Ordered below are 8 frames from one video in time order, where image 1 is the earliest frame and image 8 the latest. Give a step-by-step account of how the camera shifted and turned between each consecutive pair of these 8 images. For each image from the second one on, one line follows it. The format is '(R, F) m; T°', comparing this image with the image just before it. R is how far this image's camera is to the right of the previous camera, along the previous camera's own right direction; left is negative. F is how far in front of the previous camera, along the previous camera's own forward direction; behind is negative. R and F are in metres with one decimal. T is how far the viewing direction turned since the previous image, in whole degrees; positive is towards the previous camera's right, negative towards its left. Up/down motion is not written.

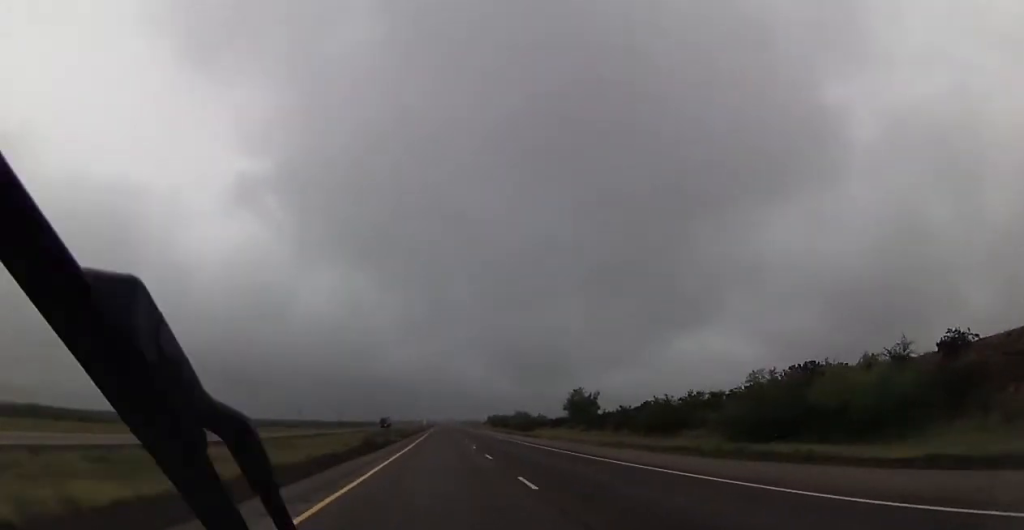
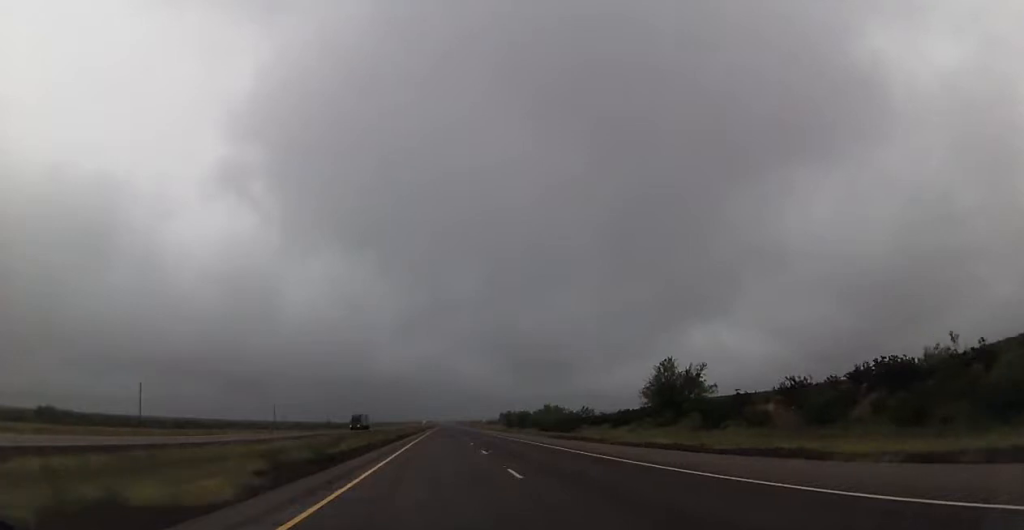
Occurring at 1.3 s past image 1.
(-0.5, +46.7) m; -1°
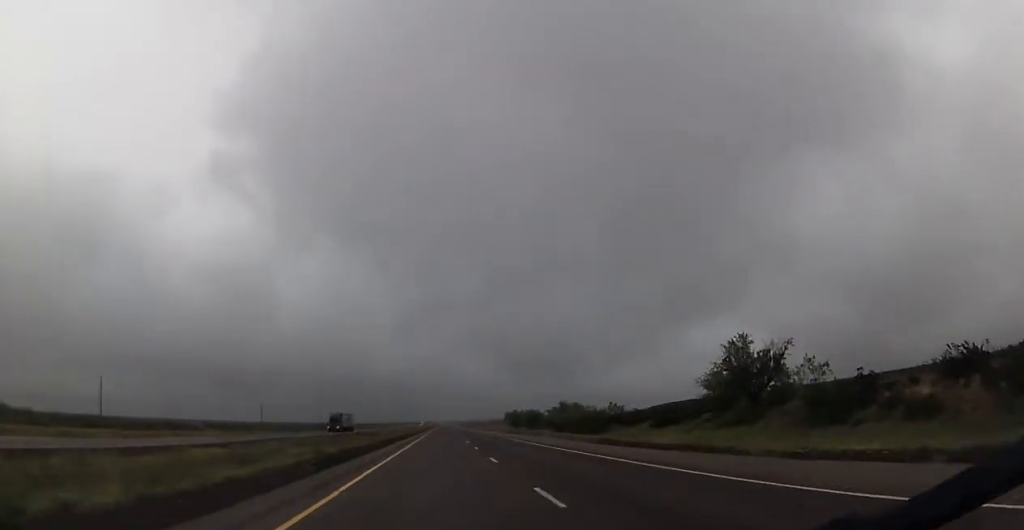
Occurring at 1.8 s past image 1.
(0.0, +17.9) m; 0°
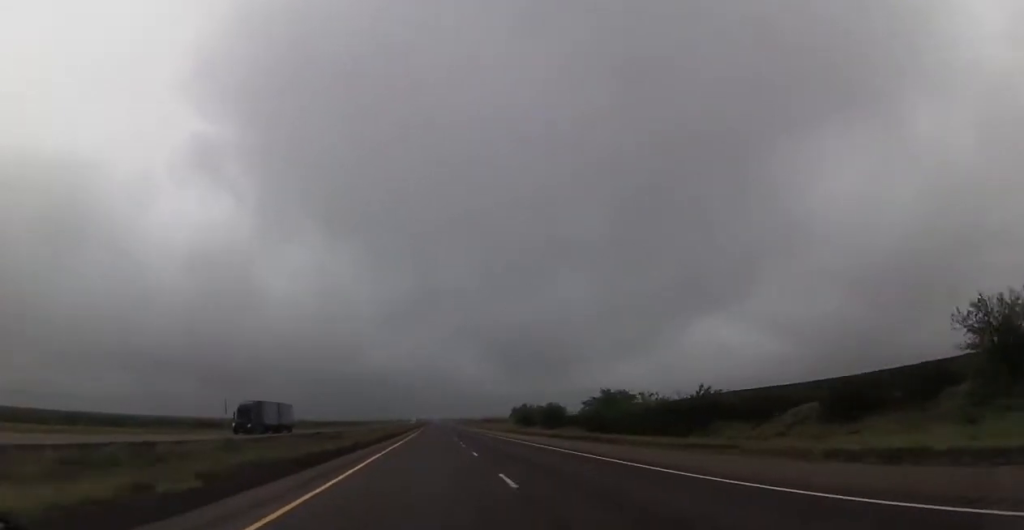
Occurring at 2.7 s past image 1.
(+0.3, +33.5) m; +1°
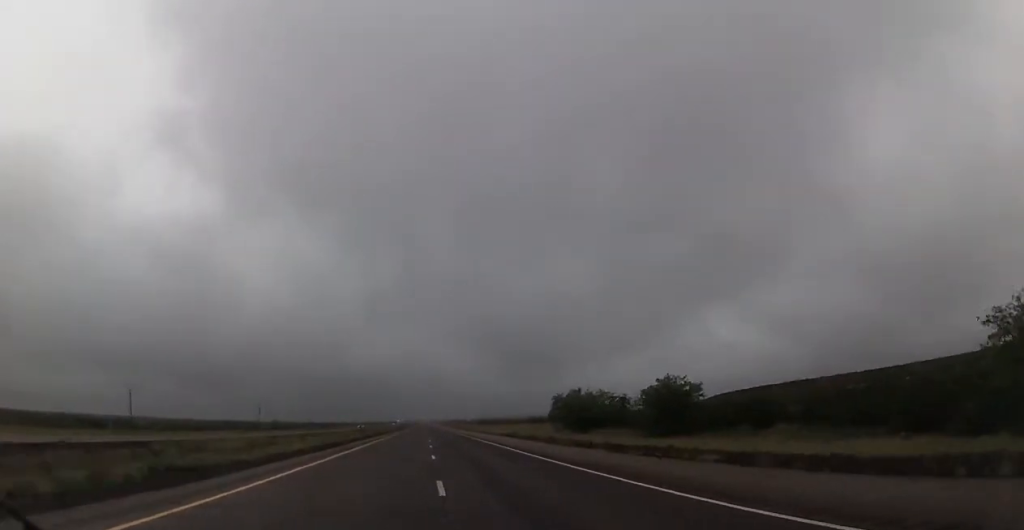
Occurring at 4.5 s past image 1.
(+0.1, +62.2) m; +1°
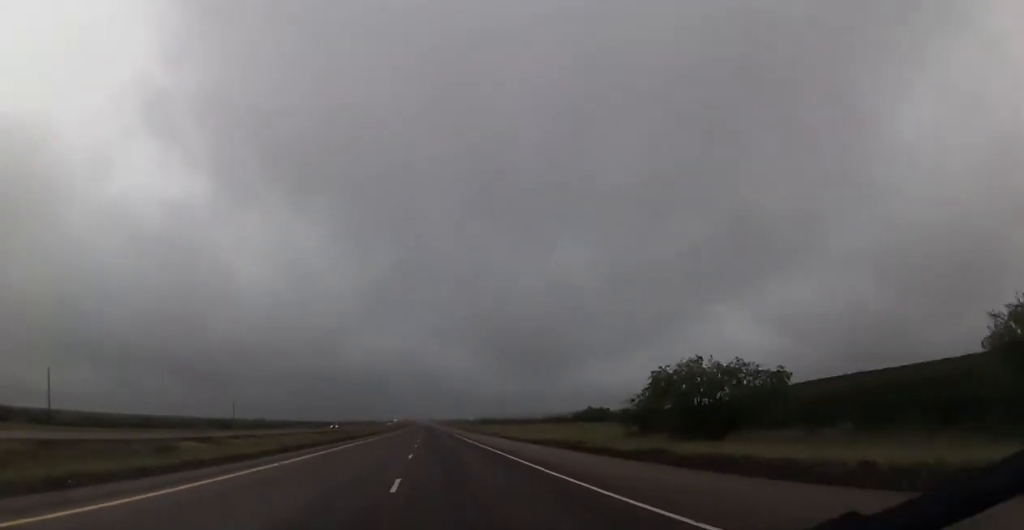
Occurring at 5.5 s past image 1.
(+0.8, +36.3) m; 0°
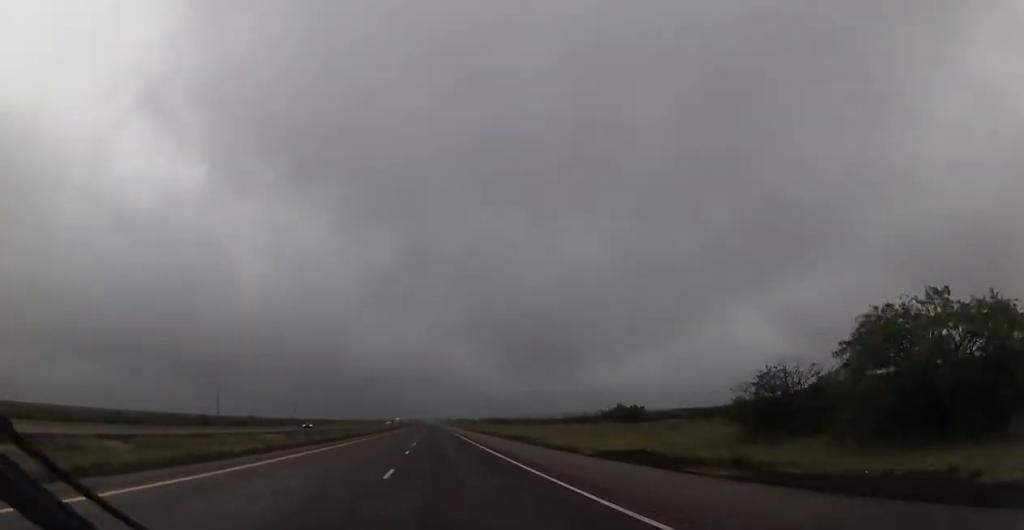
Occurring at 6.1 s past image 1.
(-0.6, +21.7) m; -1°
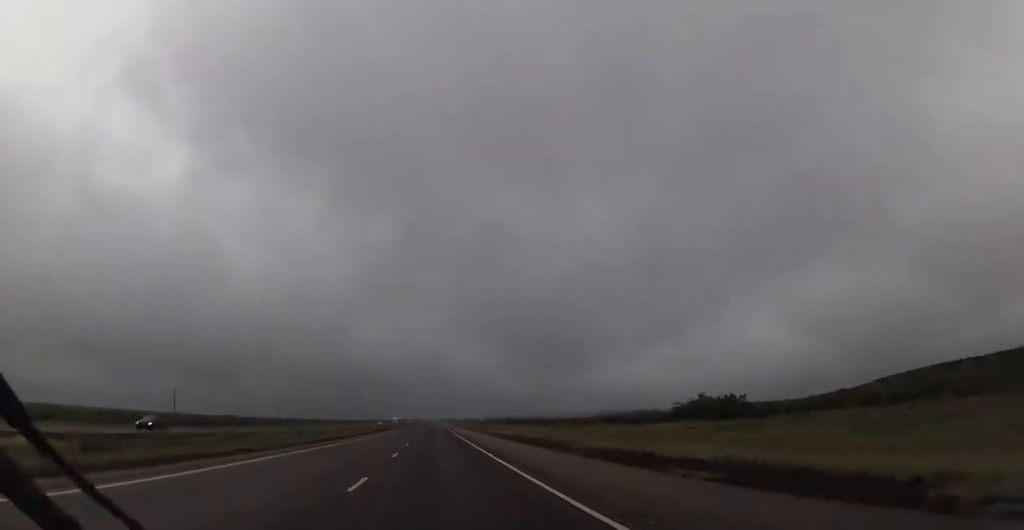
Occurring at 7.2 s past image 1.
(-0.1, +39.8) m; 0°
